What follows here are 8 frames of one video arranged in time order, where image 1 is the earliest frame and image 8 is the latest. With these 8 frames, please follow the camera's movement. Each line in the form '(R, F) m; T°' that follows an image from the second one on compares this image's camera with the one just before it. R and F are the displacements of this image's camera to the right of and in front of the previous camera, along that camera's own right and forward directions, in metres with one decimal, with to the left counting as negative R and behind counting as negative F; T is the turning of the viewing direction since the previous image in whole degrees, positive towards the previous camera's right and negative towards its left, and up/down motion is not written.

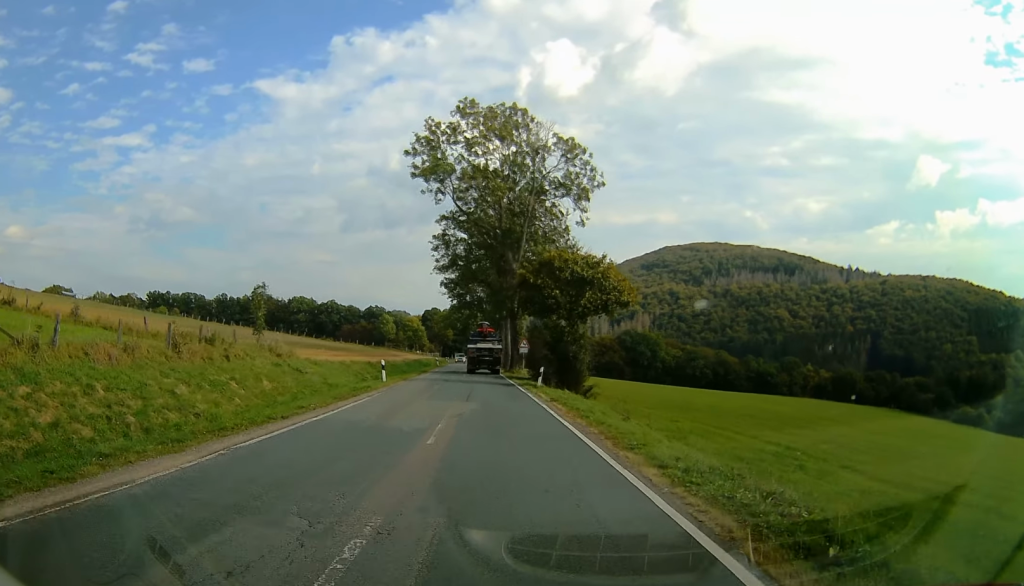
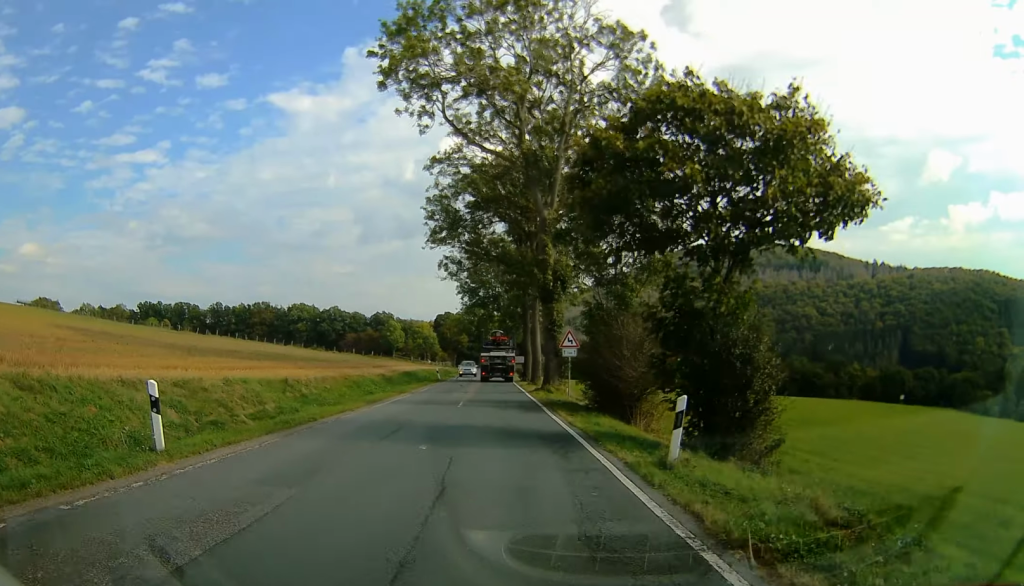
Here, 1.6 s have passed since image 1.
(-0.1, +29.8) m; -3°
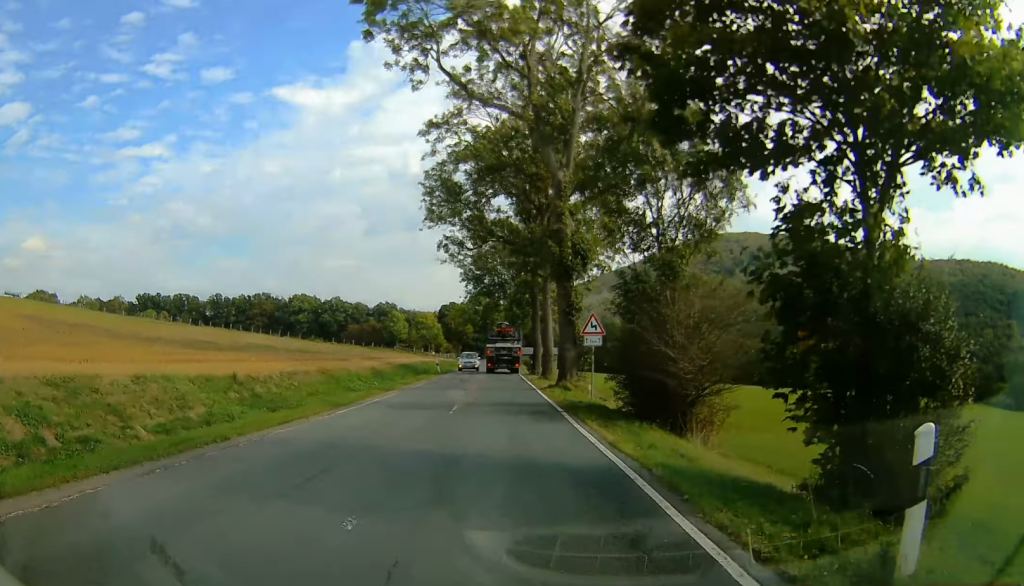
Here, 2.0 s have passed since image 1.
(-0.3, +7.3) m; -1°
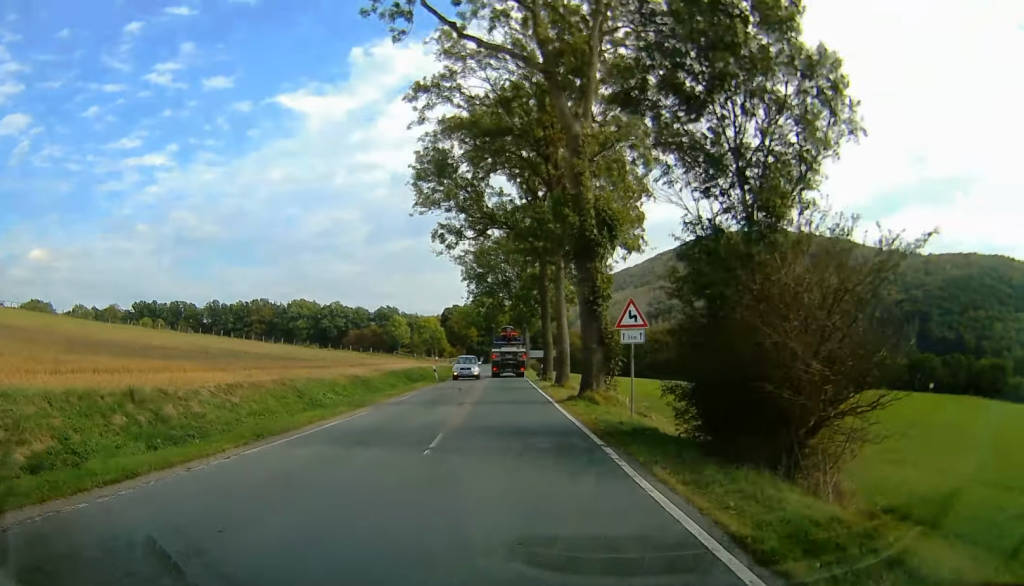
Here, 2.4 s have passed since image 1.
(-0.2, +8.1) m; -1°
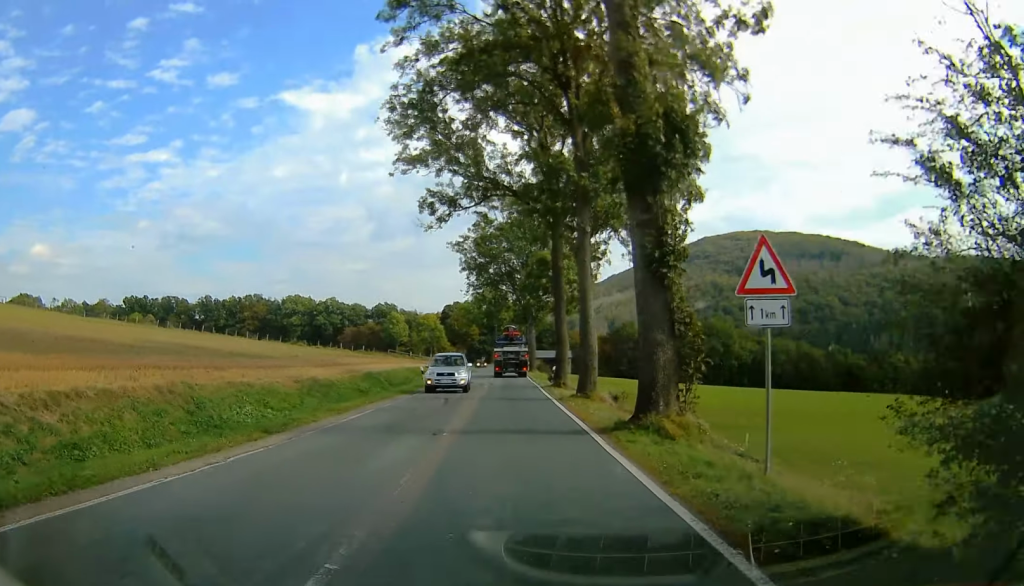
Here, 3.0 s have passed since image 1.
(0.0, +10.6) m; 0°
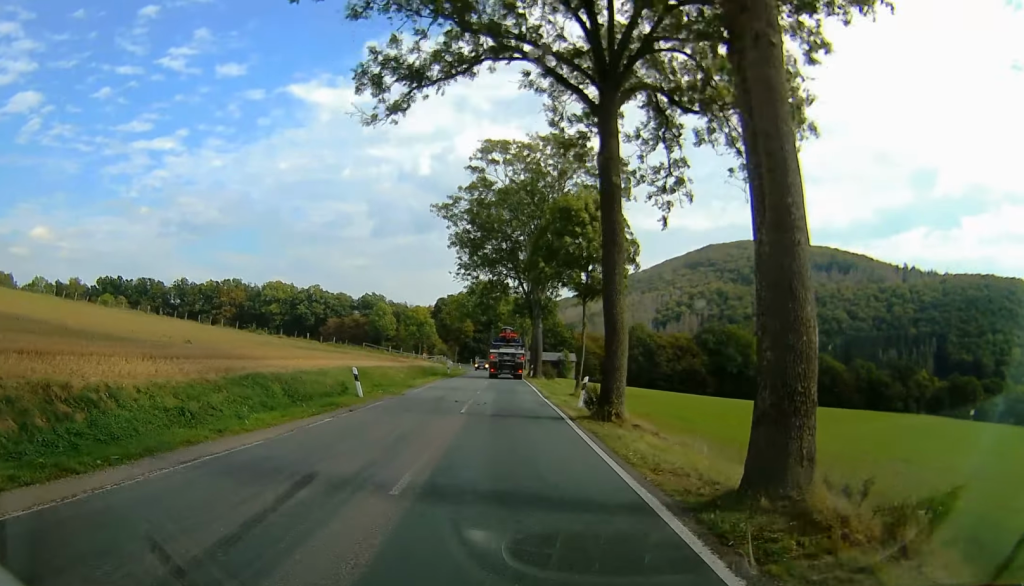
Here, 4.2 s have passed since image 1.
(0.0, +19.7) m; 0°
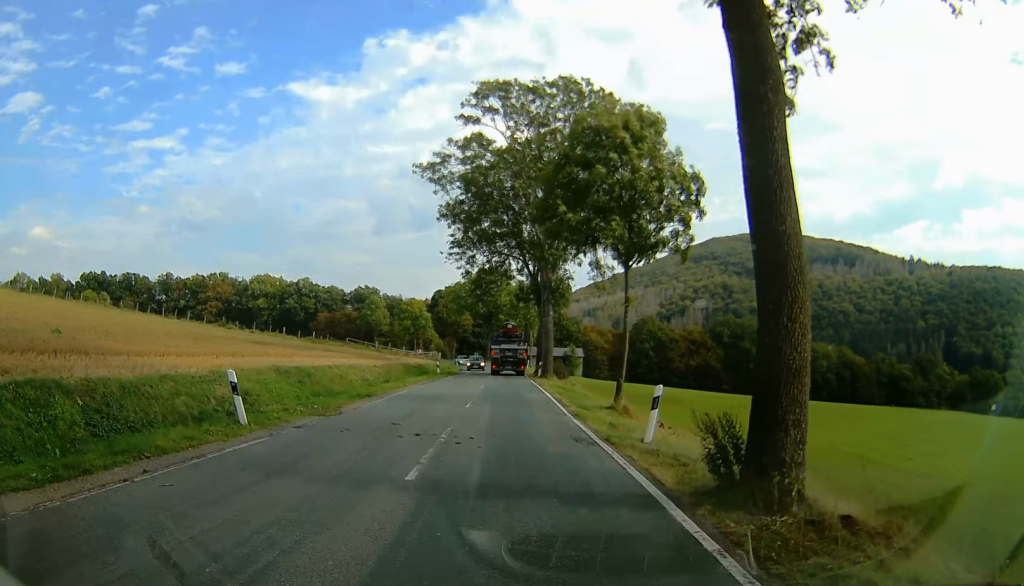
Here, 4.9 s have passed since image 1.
(0.0, +11.5) m; 0°
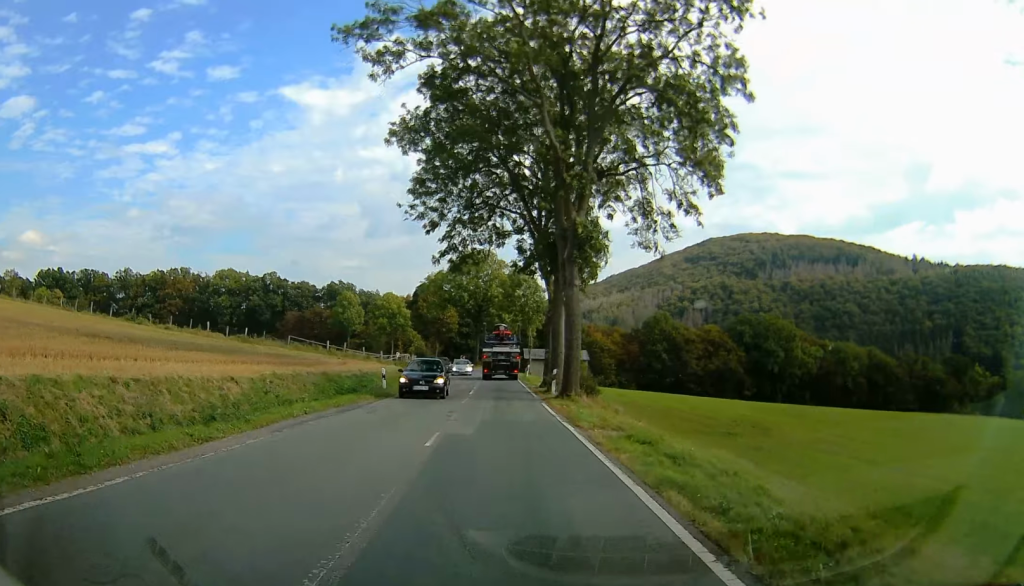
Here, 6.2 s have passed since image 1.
(0.0, +19.6) m; 0°
